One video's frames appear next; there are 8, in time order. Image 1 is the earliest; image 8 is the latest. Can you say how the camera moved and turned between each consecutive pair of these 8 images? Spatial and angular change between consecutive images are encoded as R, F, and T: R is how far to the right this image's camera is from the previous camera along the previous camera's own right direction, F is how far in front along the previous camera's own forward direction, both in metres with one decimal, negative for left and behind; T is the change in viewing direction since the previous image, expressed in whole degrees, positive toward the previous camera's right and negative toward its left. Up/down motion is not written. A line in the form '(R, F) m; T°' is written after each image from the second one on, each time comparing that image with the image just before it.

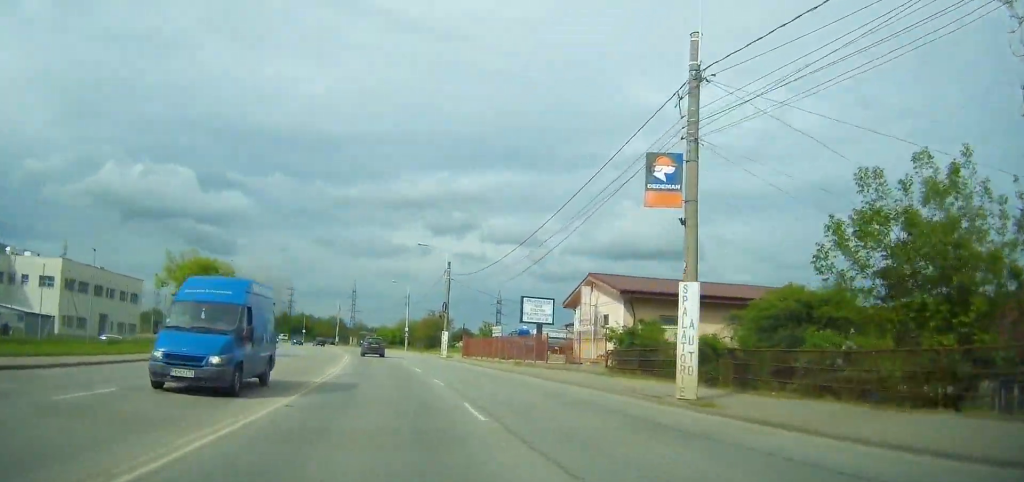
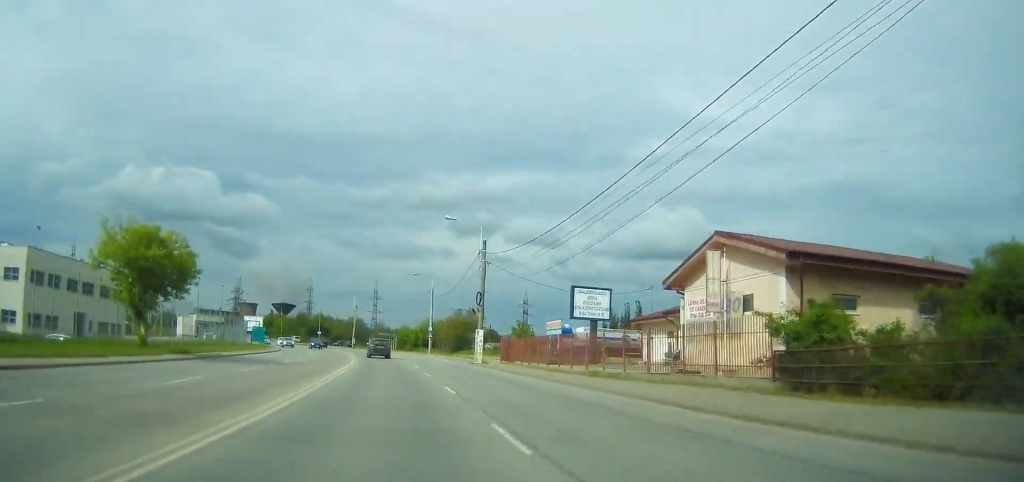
(-0.4, +12.5) m; -2°
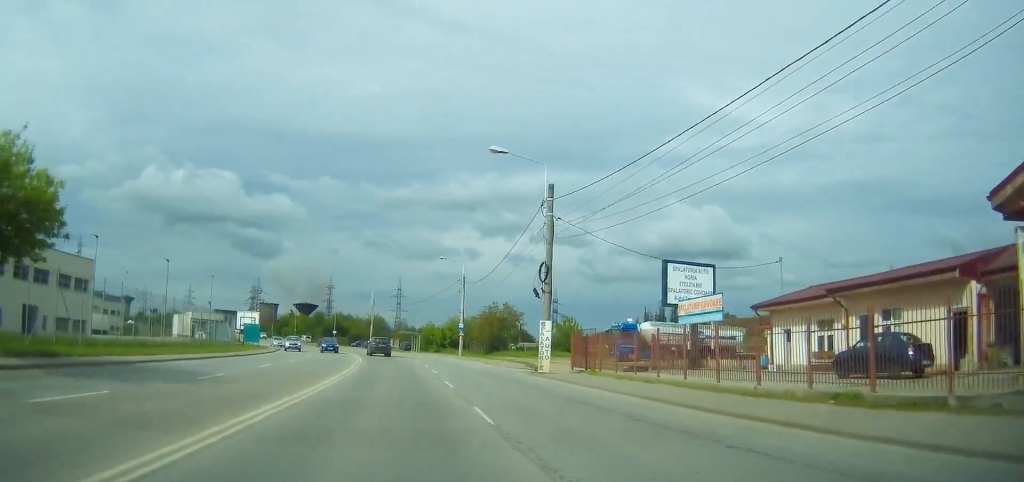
(-0.4, +15.7) m; -2°
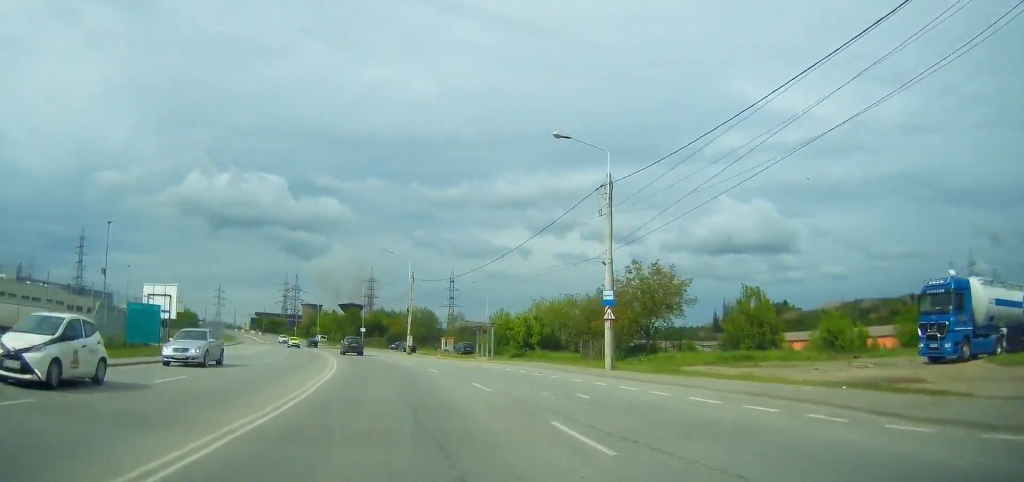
(-1.4, +39.6) m; -5°
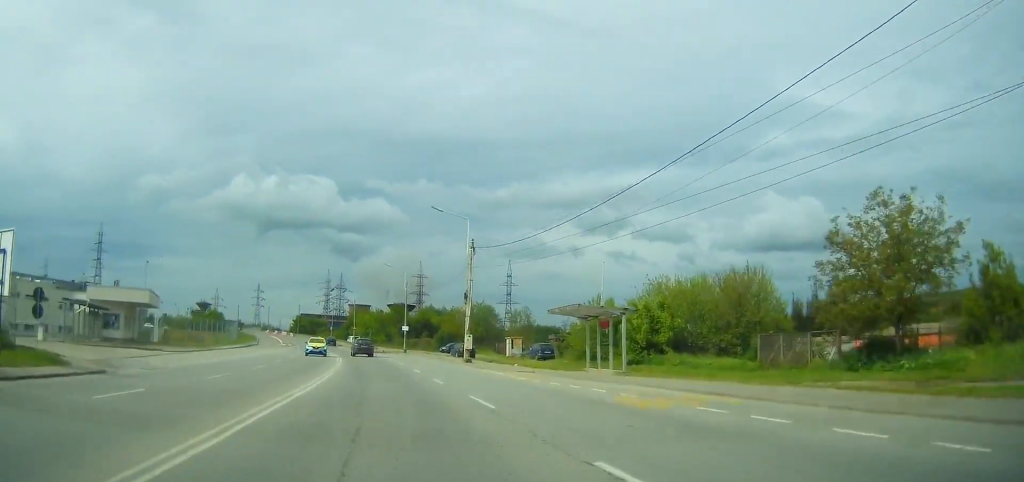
(-0.8, +22.4) m; -4°
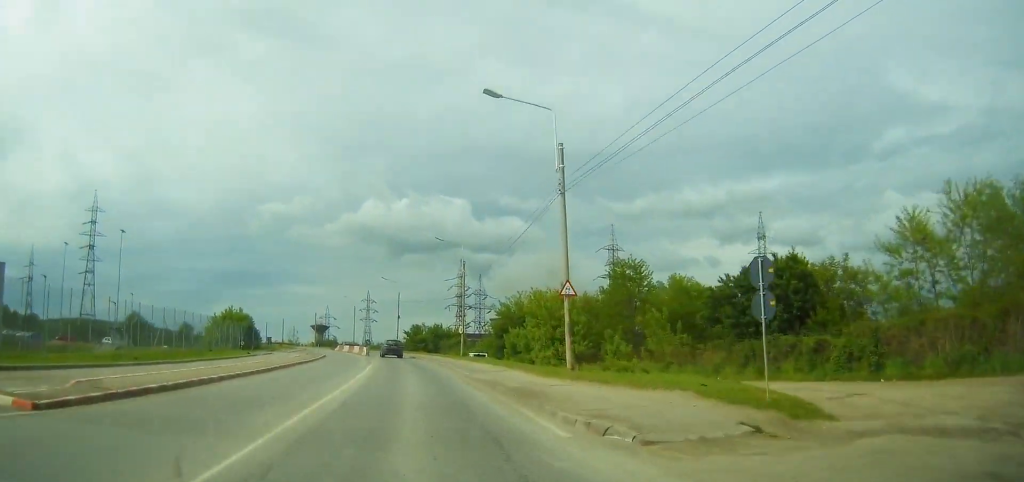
(-11.3, +92.4) m; -12°
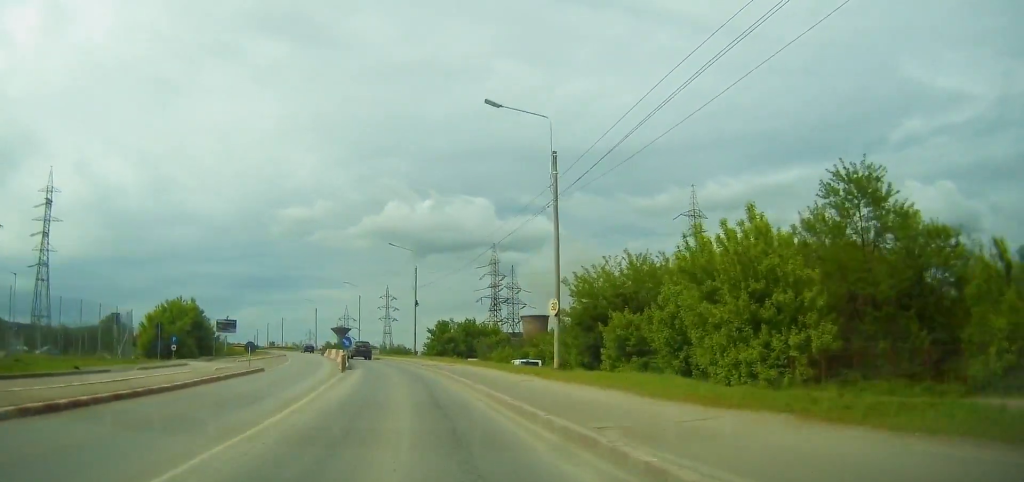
(-0.7, +32.6) m; -3°
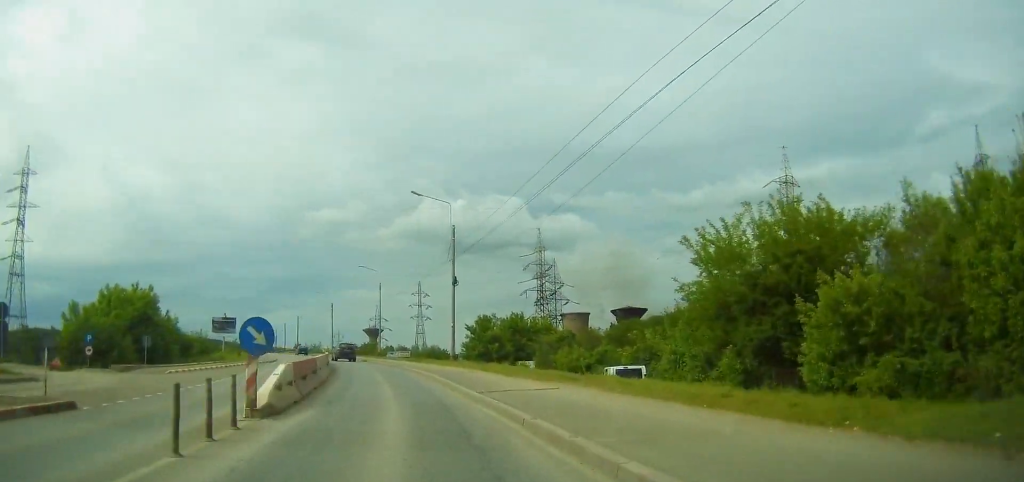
(+0.3, +20.9) m; -3°
